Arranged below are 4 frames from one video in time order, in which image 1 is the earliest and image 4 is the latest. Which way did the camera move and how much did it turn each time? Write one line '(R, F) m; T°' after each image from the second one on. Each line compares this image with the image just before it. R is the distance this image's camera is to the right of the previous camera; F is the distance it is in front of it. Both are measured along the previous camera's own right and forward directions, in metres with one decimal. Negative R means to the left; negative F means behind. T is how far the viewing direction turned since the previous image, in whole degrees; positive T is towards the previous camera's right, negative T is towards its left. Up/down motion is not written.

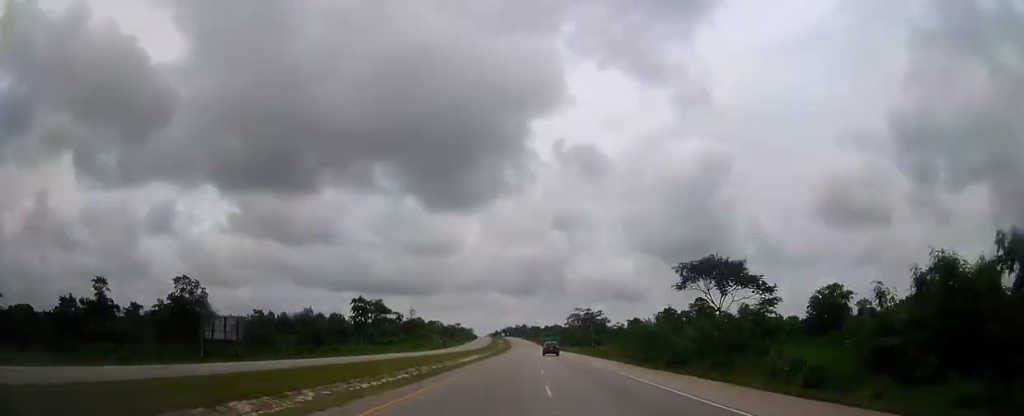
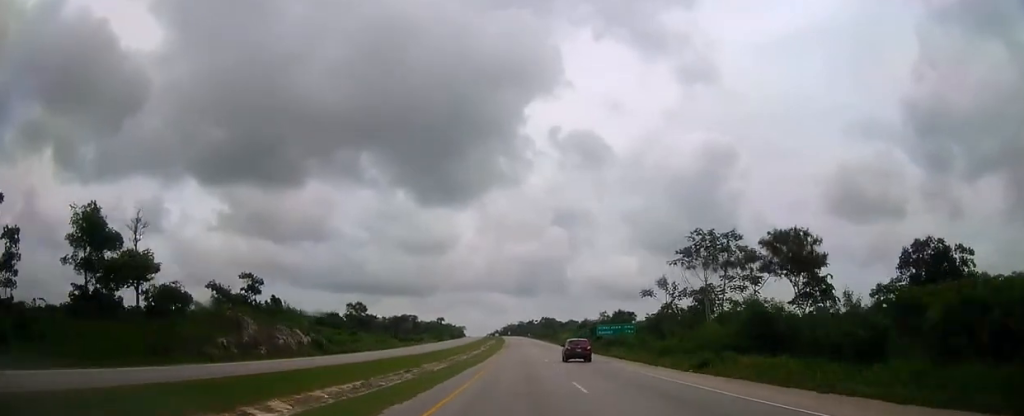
(-1.0, +131.0) m; -1°
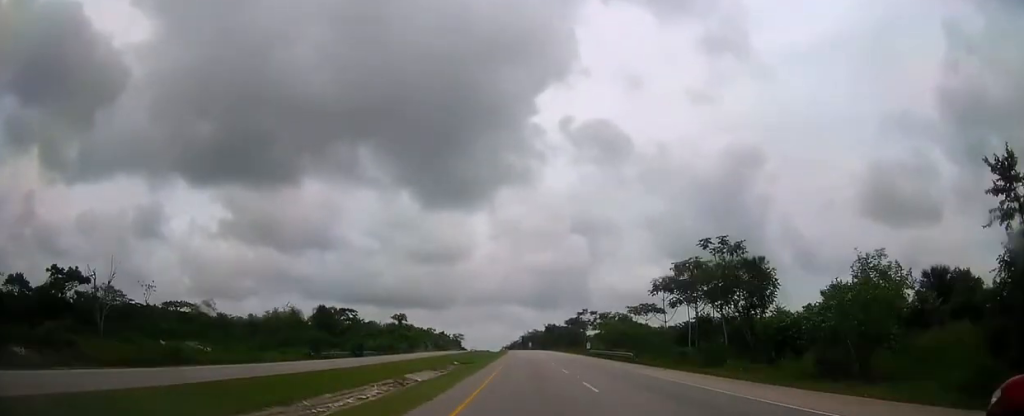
(-3.0, +179.0) m; -2°
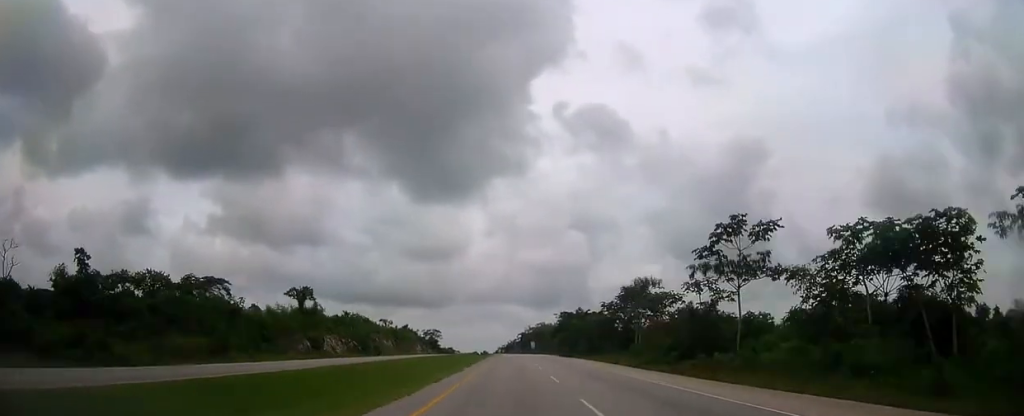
(-0.3, +91.6) m; 0°
